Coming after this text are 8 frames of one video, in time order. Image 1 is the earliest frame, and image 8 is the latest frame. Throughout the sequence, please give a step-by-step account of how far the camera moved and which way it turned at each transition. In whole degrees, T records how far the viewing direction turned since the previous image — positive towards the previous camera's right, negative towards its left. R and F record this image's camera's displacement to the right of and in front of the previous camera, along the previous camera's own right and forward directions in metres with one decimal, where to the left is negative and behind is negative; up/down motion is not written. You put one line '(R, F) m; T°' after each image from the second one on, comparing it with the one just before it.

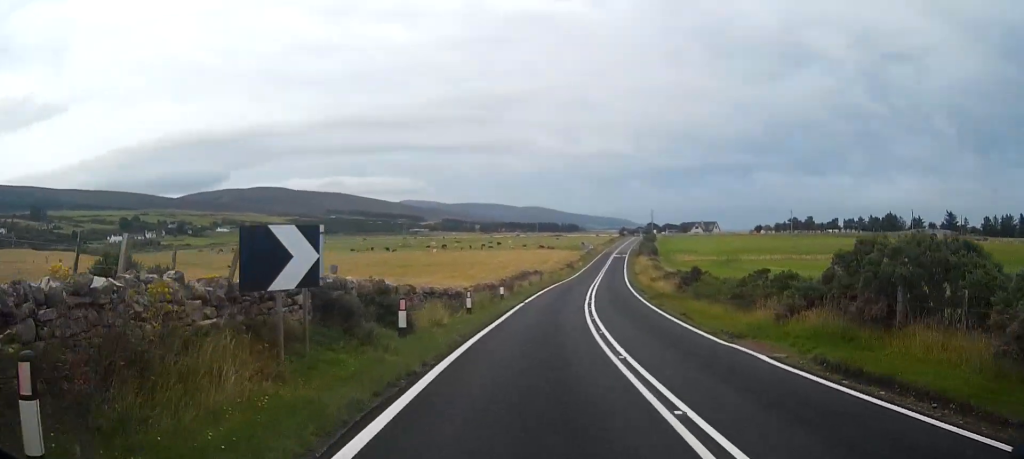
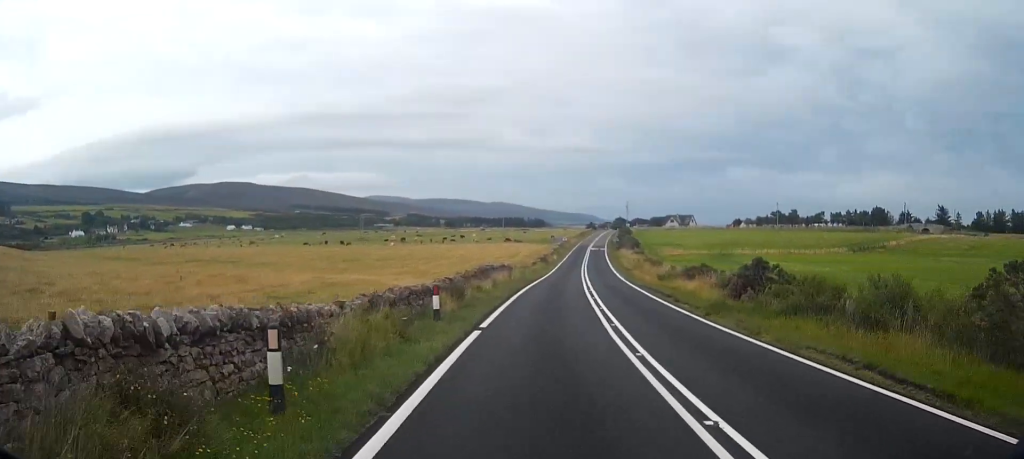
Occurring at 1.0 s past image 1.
(+0.4, +14.5) m; +3°
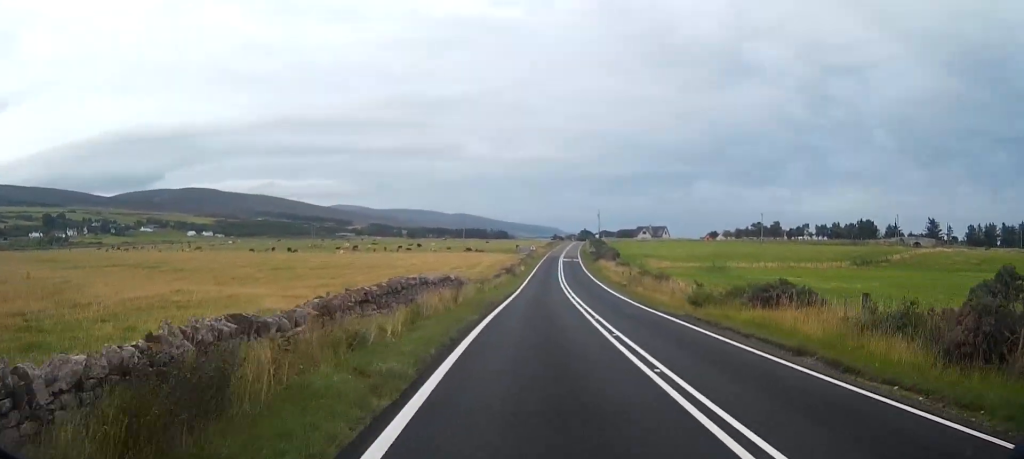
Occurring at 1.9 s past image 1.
(+0.3, +14.7) m; +4°
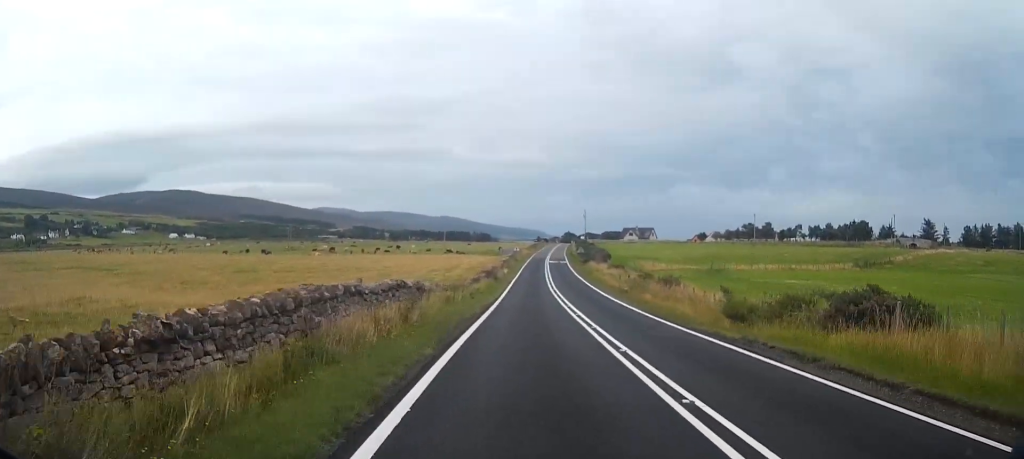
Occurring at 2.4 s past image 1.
(+0.2, +6.7) m; +2°
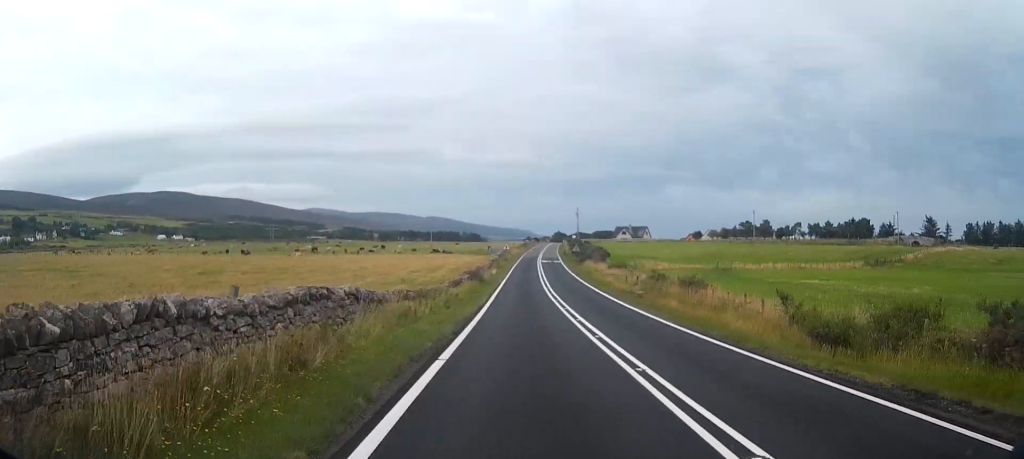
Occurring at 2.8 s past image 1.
(+0.1, +6.7) m; +2°
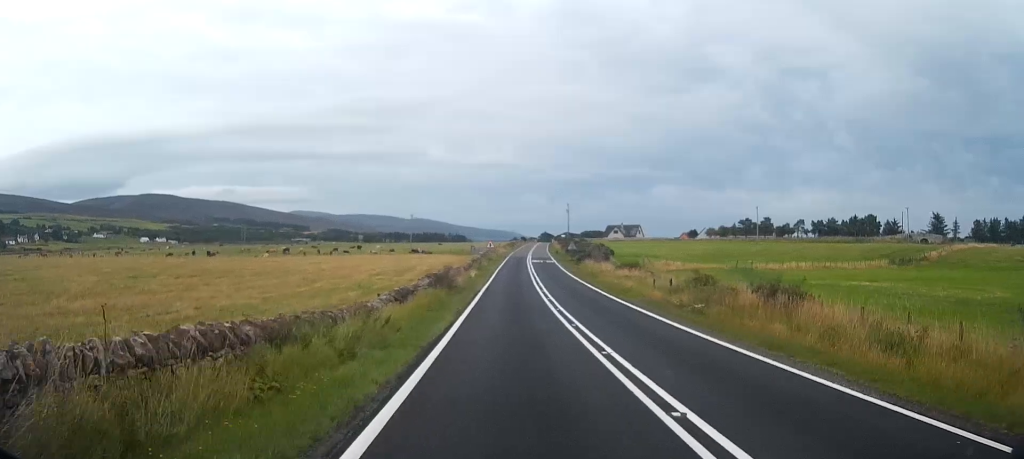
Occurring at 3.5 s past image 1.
(+0.2, +11.5) m; +2°
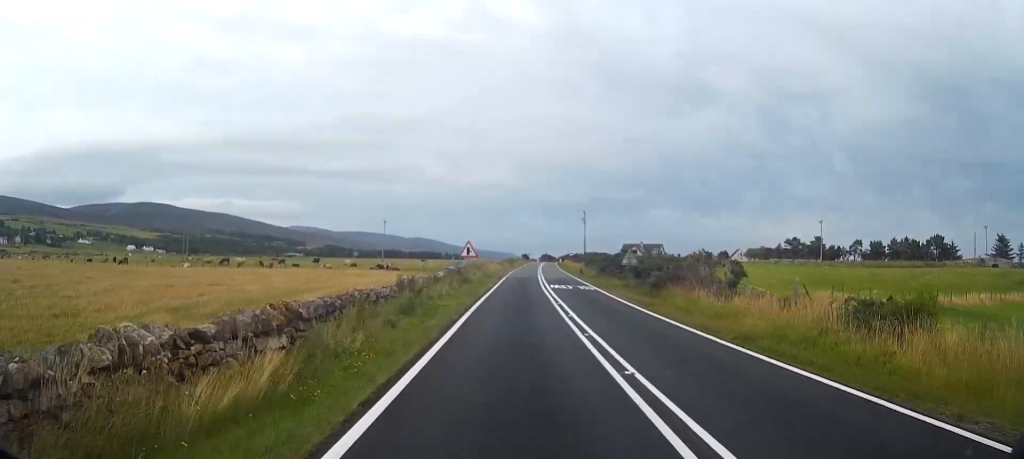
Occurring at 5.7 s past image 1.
(+0.7, +34.0) m; 0°
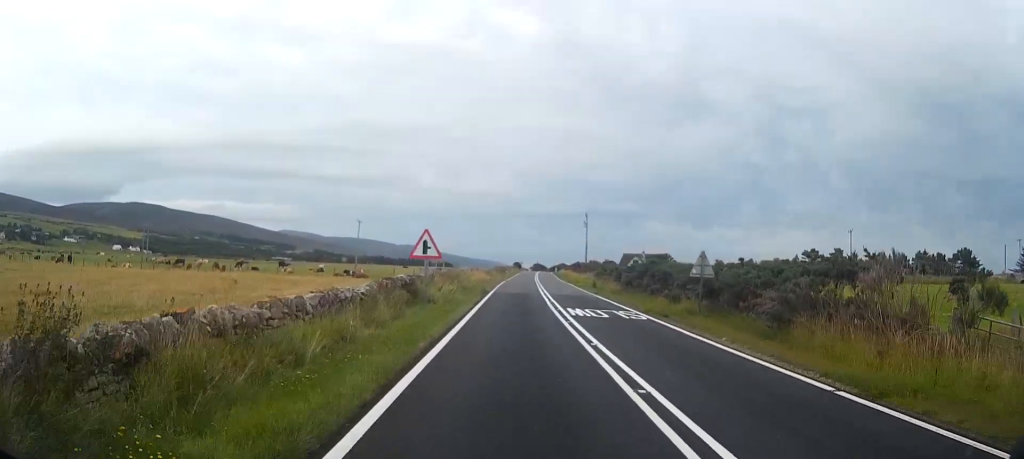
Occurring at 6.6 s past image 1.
(-0.1, +15.1) m; 0°
